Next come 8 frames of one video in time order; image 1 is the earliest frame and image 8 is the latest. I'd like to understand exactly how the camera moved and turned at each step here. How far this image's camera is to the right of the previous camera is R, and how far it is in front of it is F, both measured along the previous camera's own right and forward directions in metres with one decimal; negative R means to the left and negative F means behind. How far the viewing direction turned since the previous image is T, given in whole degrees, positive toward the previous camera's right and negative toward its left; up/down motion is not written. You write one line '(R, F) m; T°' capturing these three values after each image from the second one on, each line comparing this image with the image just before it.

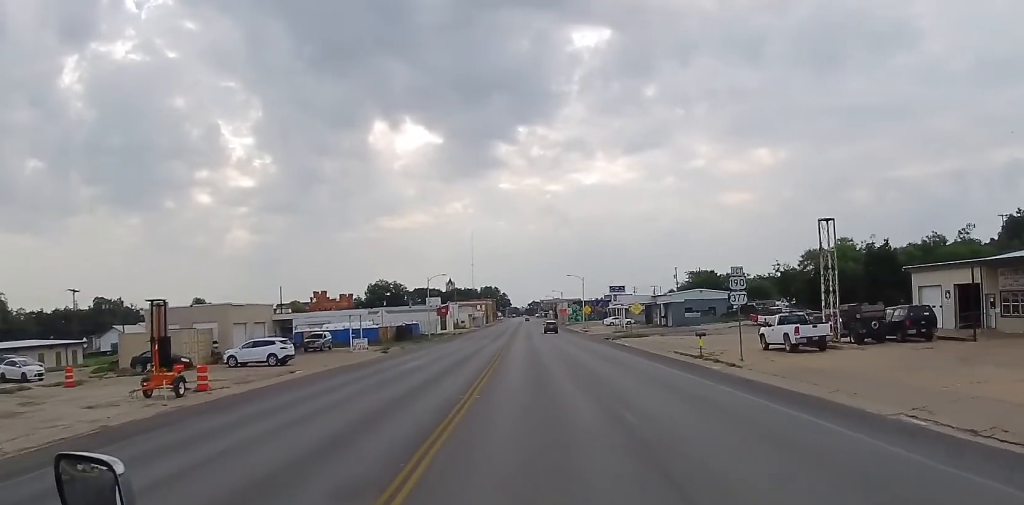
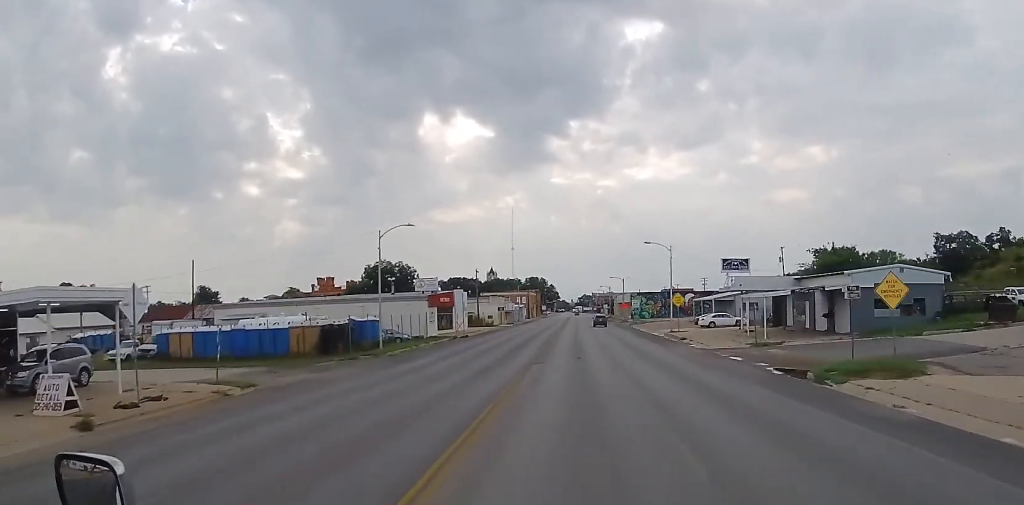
(-4.5, +39.4) m; -9°
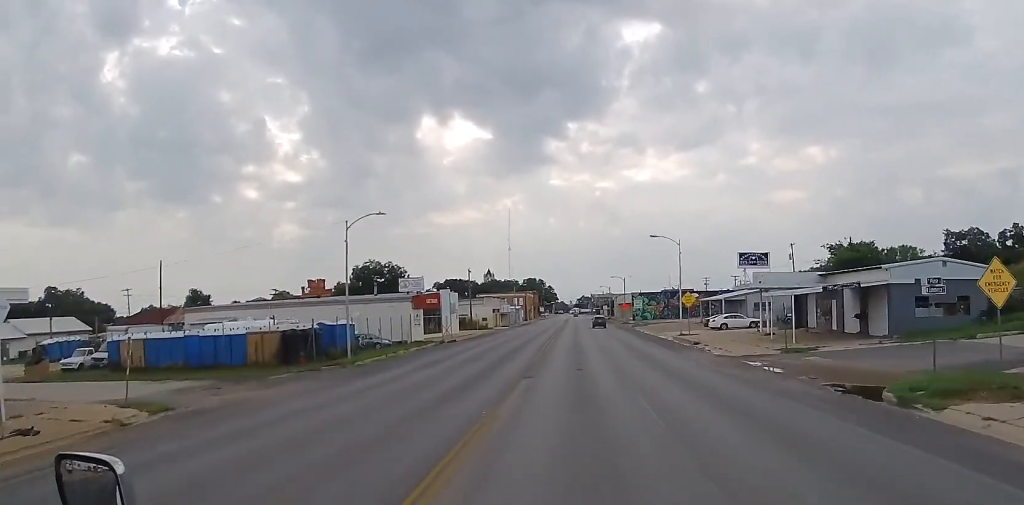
(0.0, +5.8) m; 0°
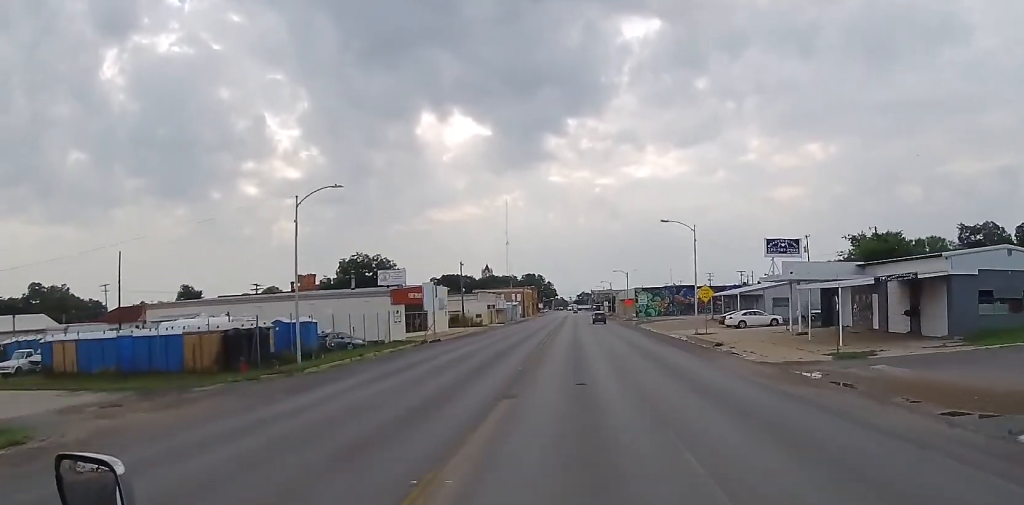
(0.0, +6.7) m; -1°
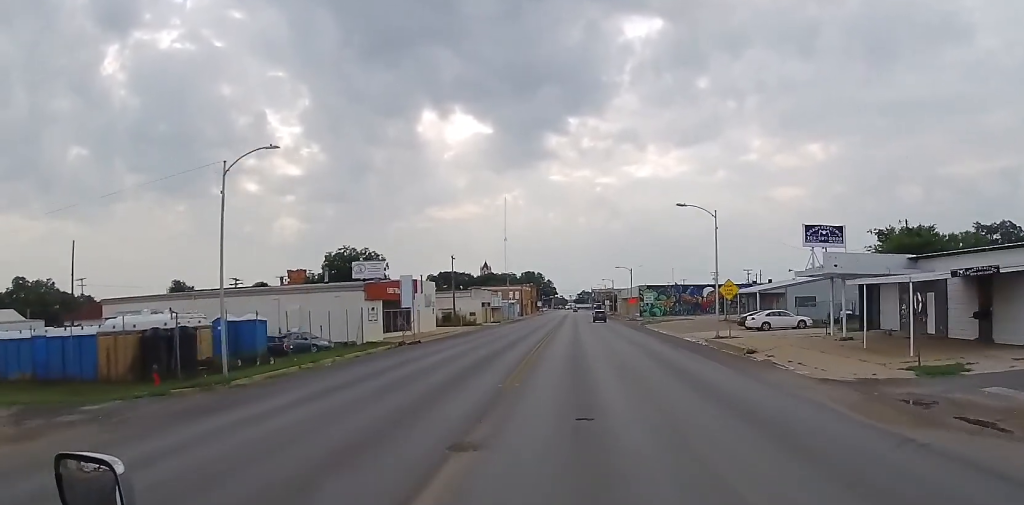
(+0.1, +6.7) m; -1°
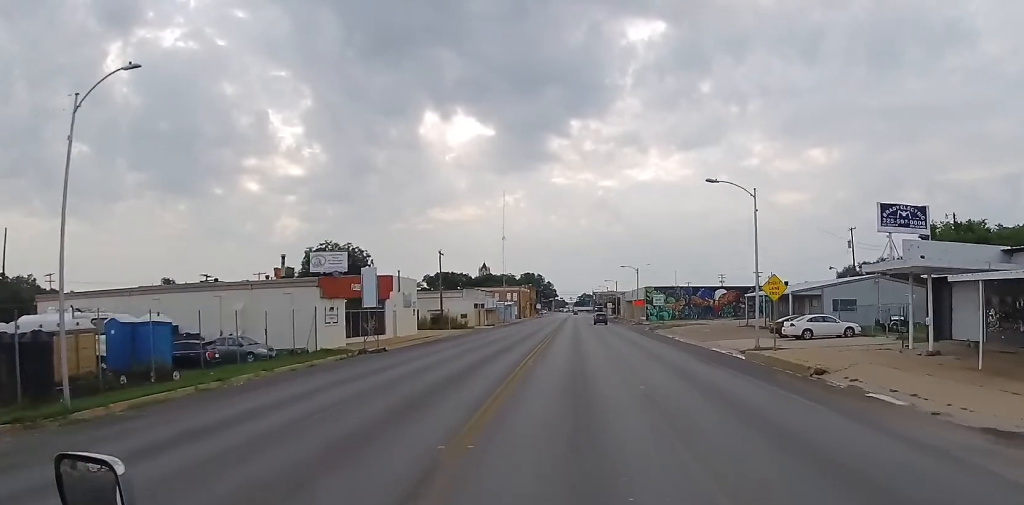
(-0.3, +8.5) m; 0°
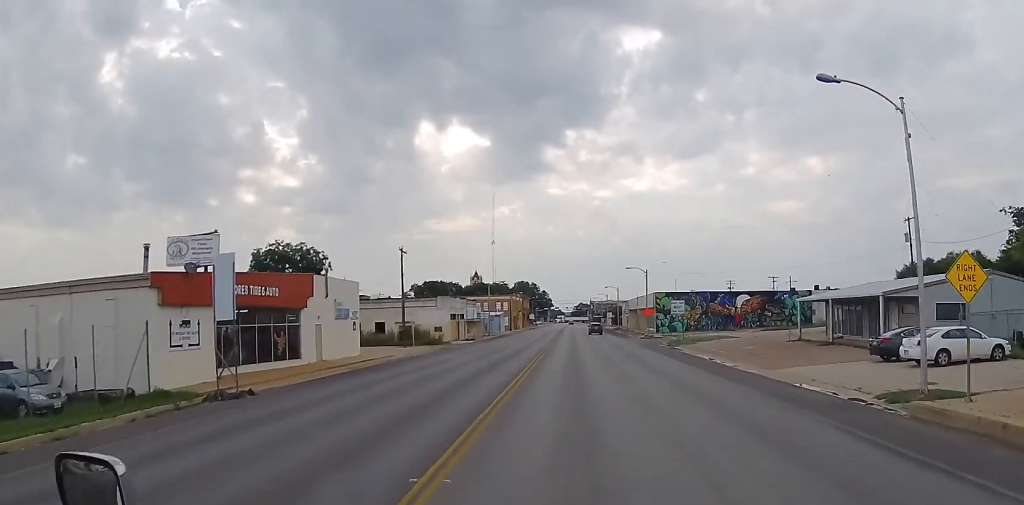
(+0.3, +15.8) m; +4°
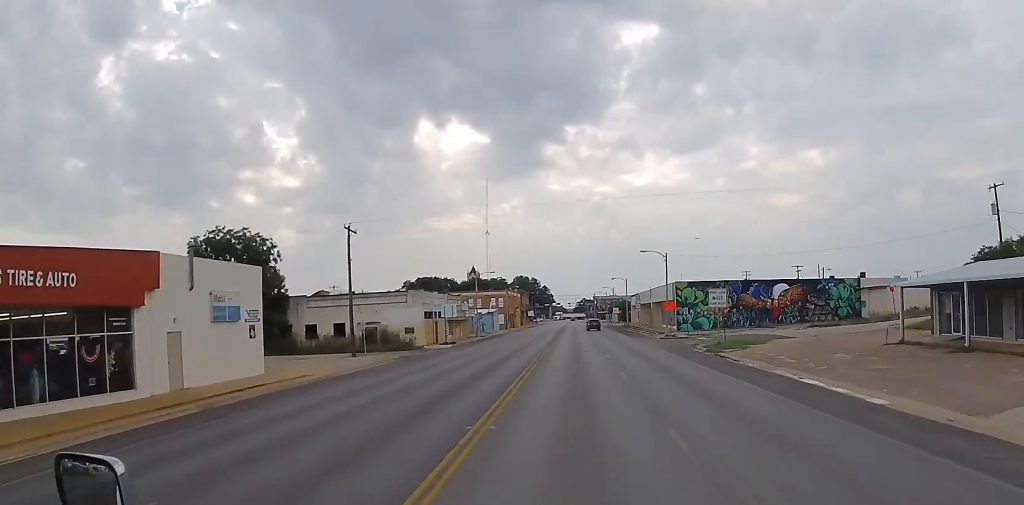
(+0.6, +15.4) m; +3°
